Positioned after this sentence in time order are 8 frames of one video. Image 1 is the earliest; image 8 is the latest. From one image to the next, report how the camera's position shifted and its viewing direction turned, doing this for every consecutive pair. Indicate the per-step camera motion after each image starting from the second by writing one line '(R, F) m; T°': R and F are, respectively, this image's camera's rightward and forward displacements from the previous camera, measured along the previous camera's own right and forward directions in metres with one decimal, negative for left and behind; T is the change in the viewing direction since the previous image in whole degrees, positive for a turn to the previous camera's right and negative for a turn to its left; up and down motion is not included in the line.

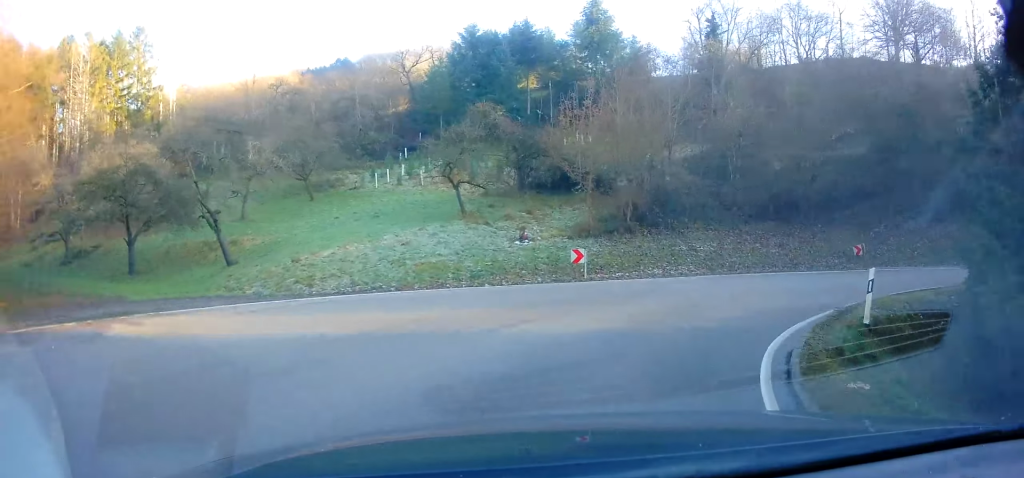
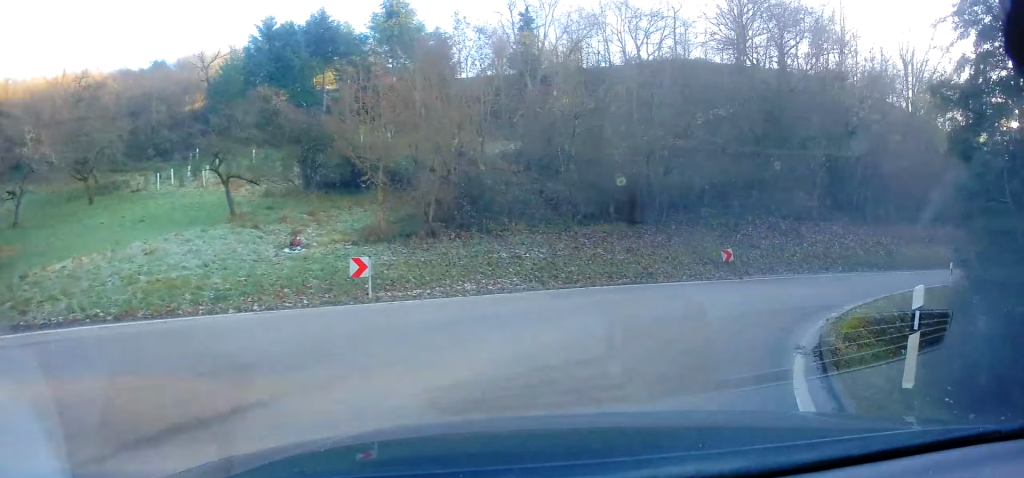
(+0.4, +5.6) m; +17°
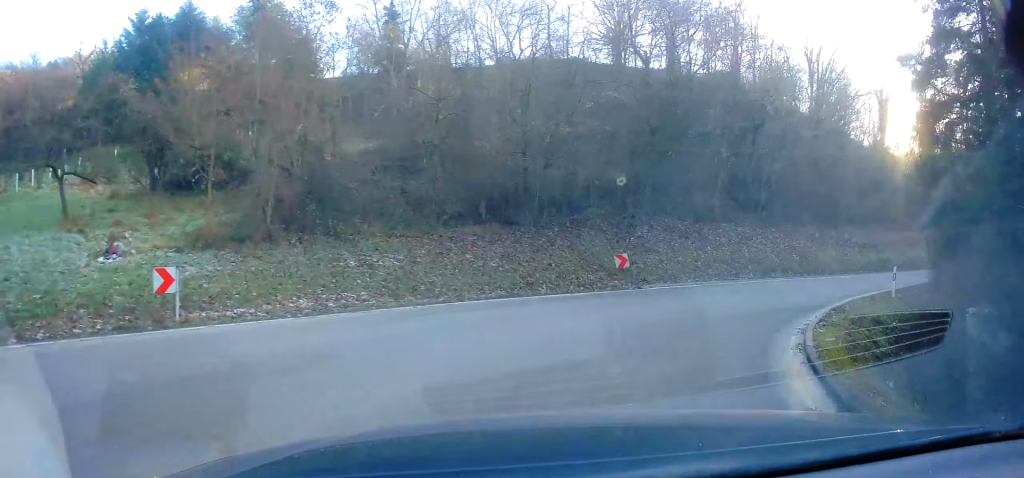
(+0.7, +3.6) m; +13°
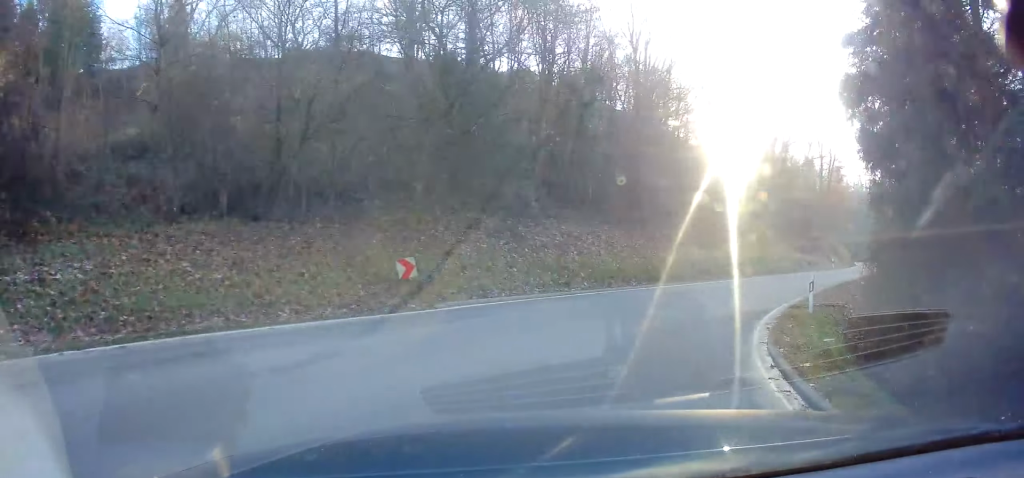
(+1.2, +6.1) m; +19°
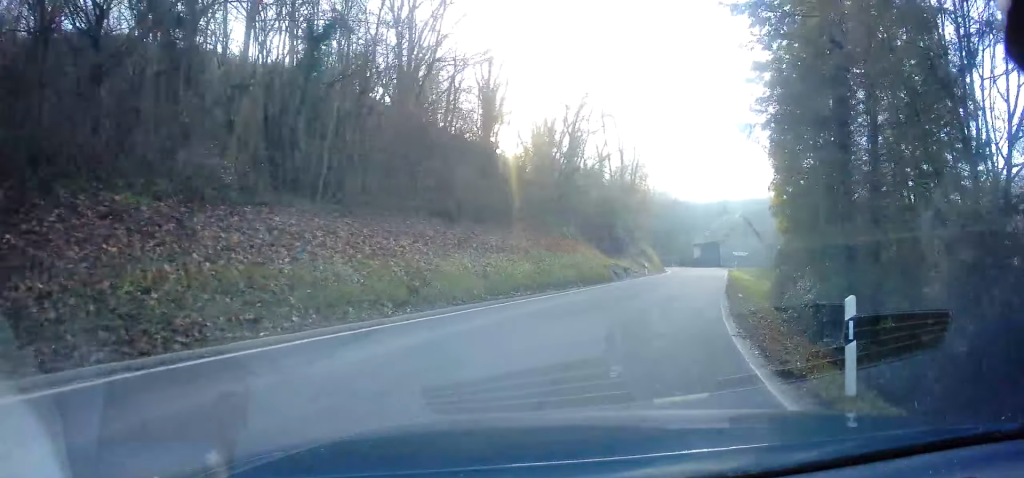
(+1.9, +9.3) m; +21°
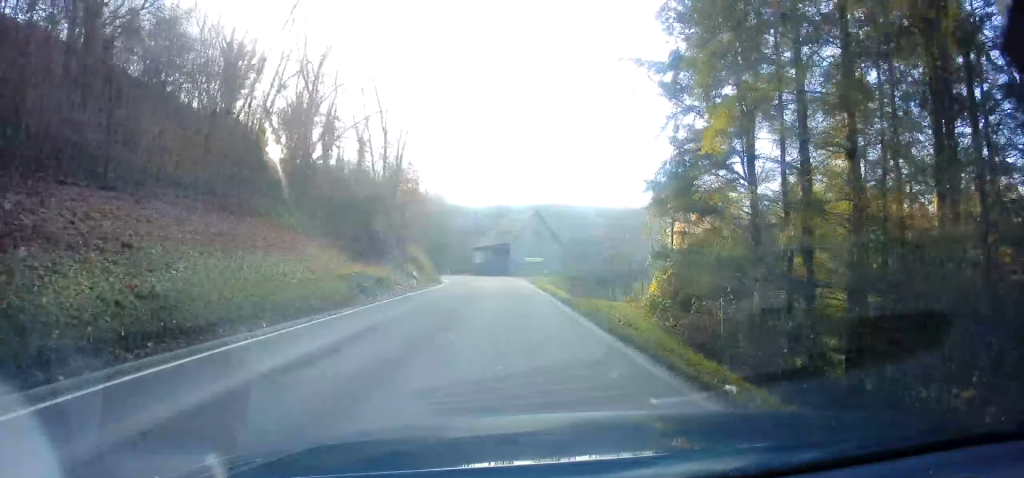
(+3.3, +14.6) m; +19°
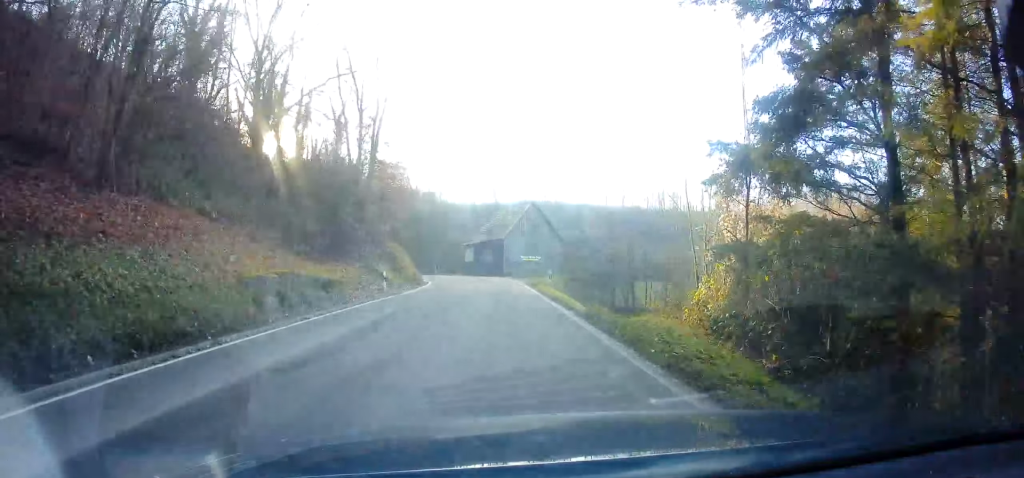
(+0.1, +7.2) m; +1°
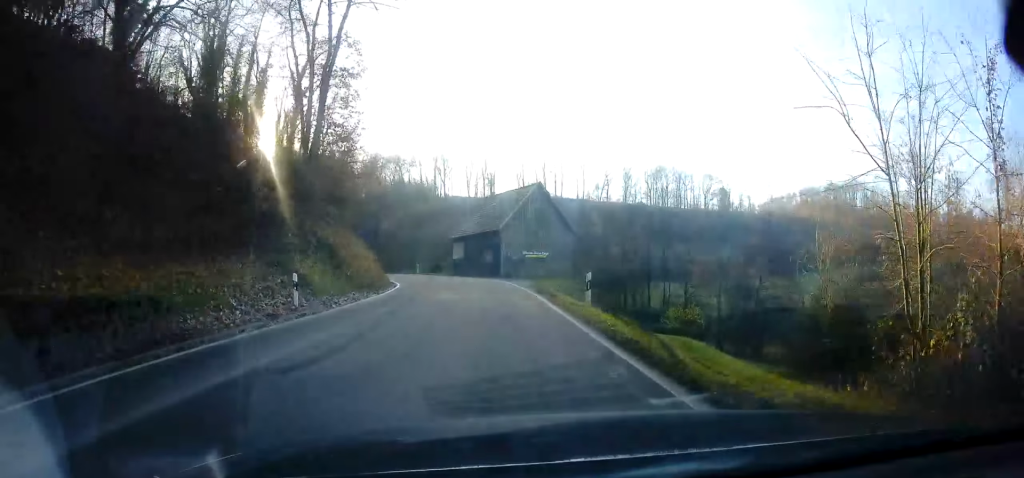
(+0.2, +12.2) m; +1°
